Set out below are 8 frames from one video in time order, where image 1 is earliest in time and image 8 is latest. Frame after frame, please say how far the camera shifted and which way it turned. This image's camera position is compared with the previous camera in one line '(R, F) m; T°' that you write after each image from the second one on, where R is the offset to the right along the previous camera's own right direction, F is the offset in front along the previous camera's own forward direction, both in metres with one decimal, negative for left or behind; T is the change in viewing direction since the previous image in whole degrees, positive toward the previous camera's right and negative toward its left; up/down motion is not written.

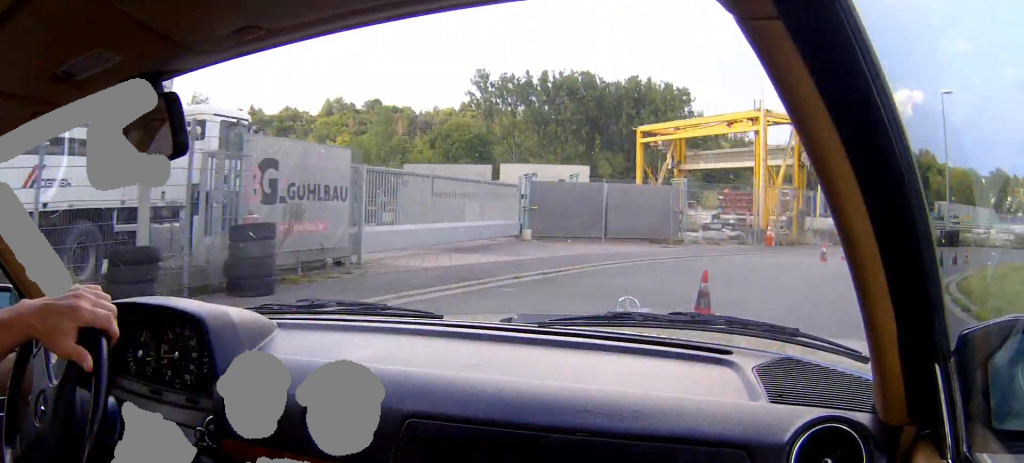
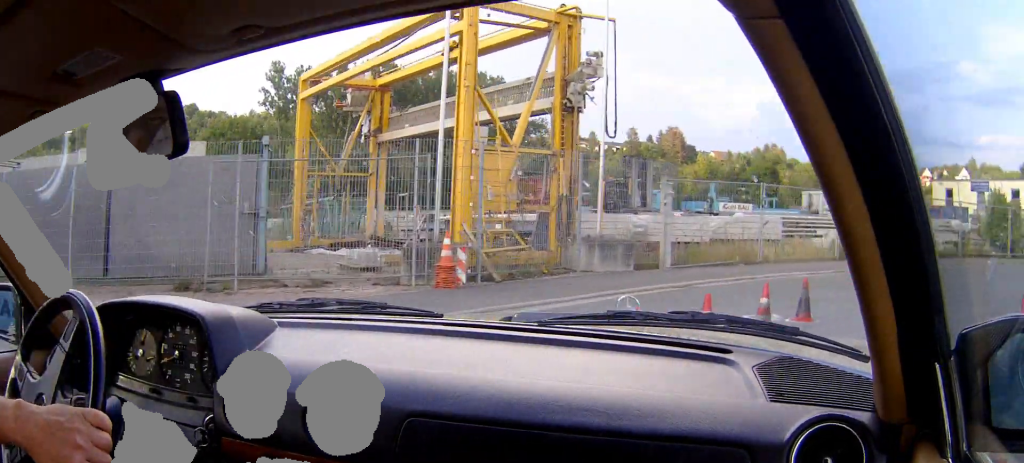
(+3.0, +16.6) m; +24°
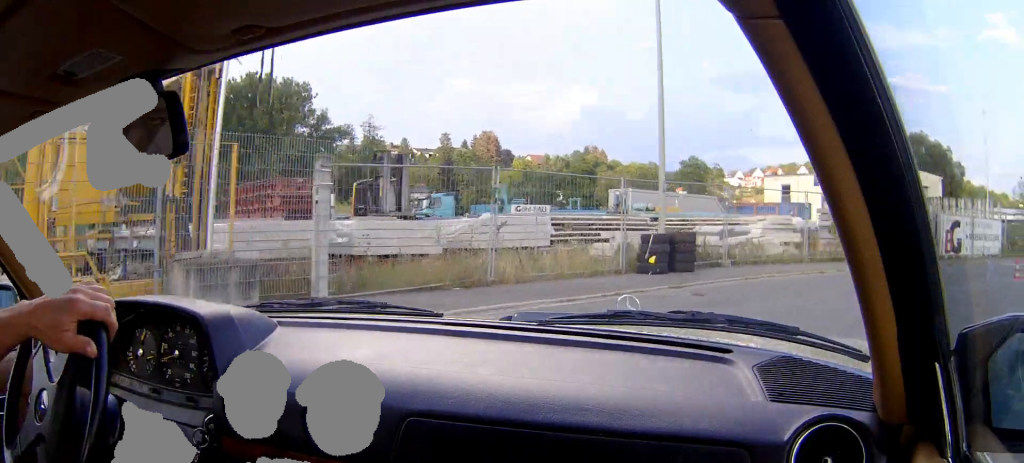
(+0.6, +6.1) m; +13°
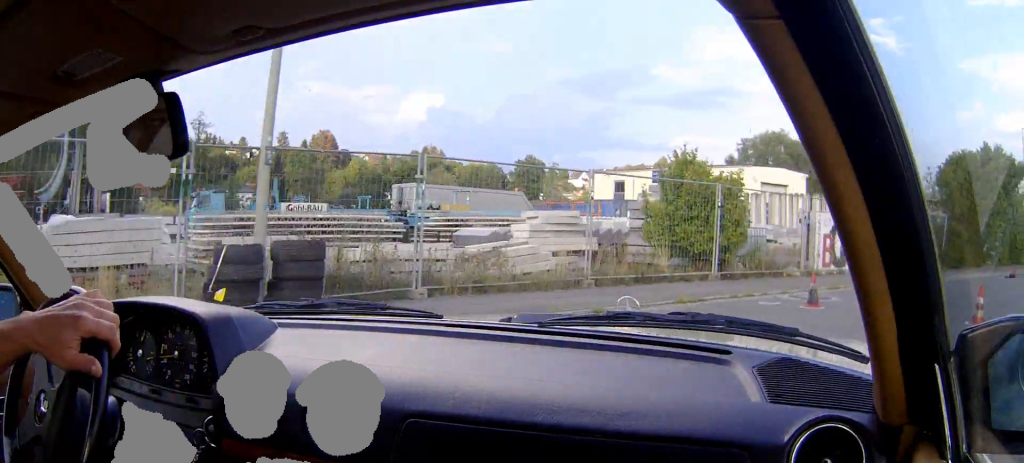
(+0.2, +7.4) m; +17°
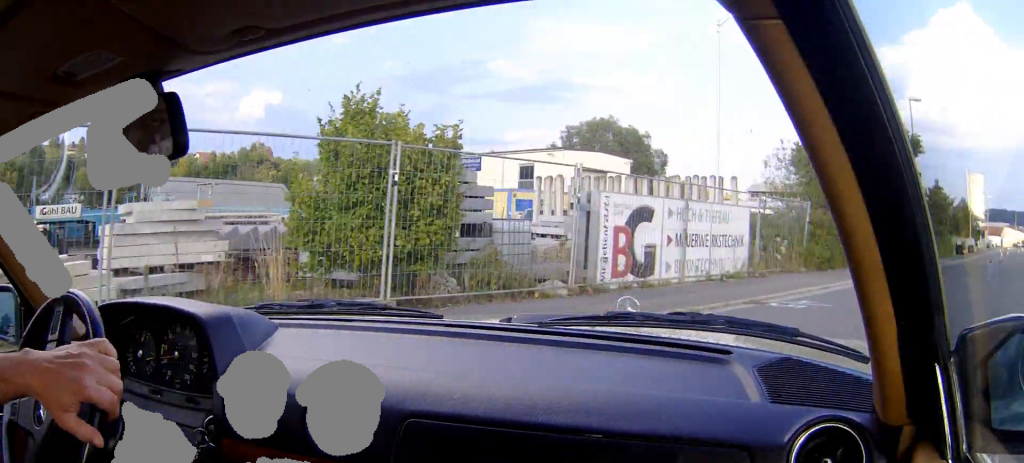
(+1.7, +6.7) m; +10°
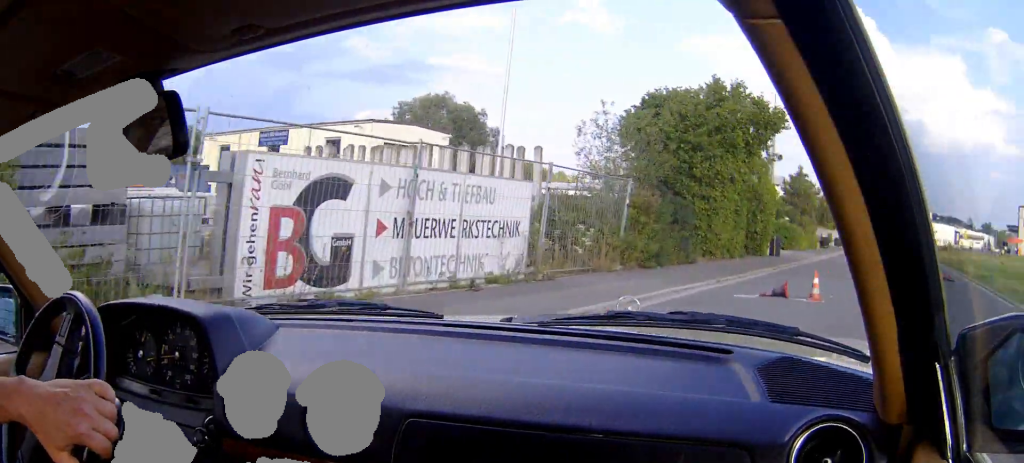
(+0.4, +5.1) m; +5°
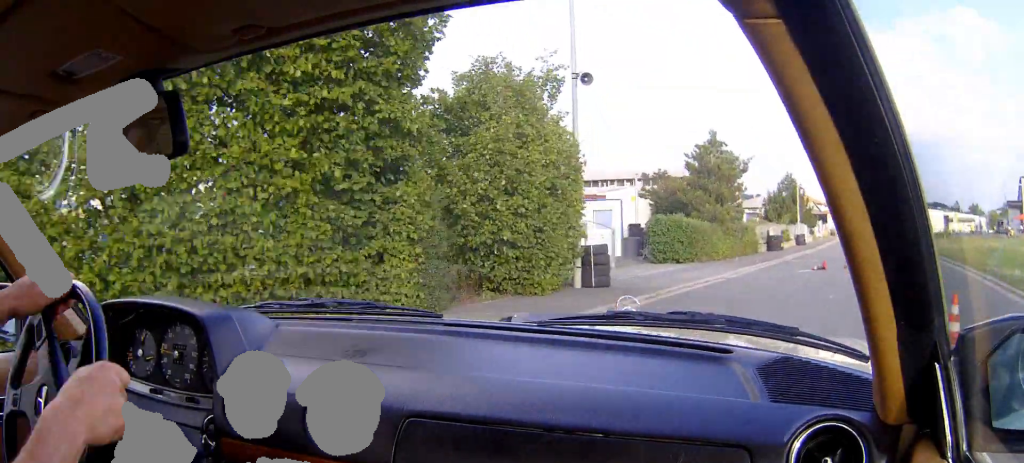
(+0.4, +16.7) m; +5°
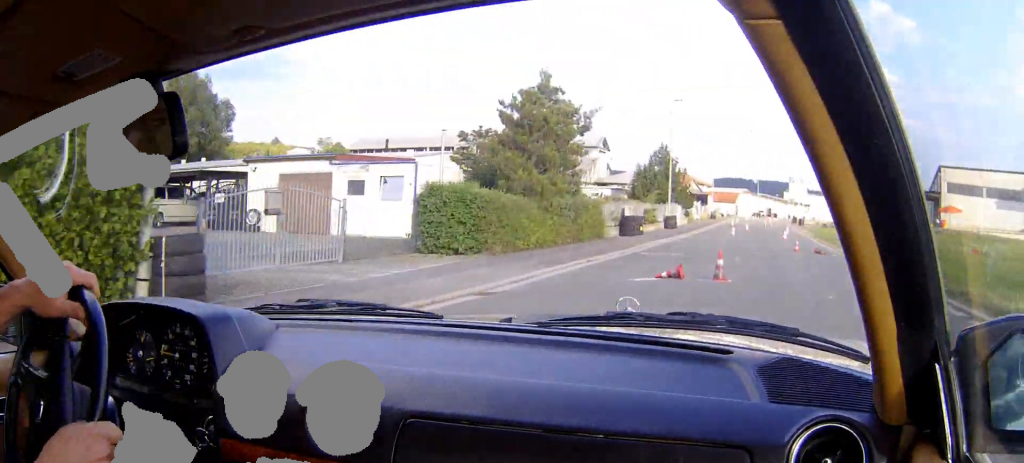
(+0.1, +8.2) m; +3°
